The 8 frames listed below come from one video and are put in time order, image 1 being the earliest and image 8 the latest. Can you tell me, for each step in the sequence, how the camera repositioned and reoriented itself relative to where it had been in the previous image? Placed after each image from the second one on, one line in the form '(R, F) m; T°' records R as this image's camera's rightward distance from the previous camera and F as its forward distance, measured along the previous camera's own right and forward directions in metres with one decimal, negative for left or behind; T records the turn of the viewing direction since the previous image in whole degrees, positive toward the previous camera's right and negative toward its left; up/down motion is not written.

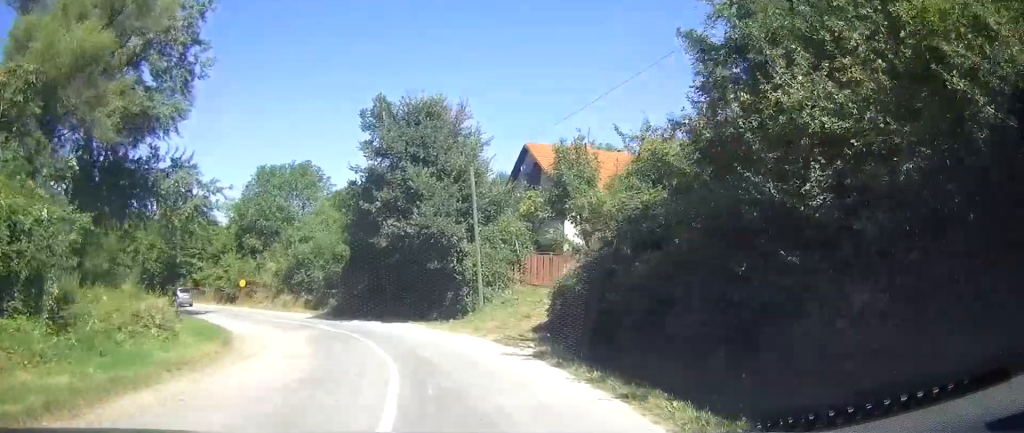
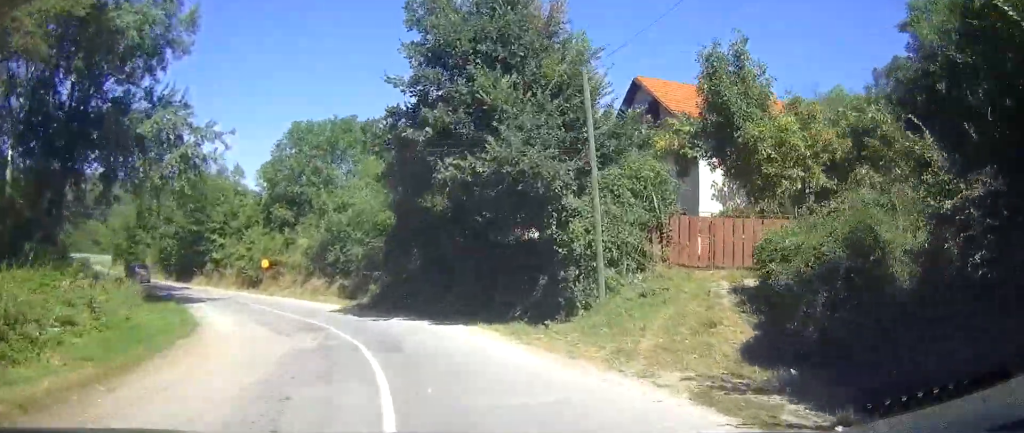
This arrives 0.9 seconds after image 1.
(+0.1, +11.9) m; -12°
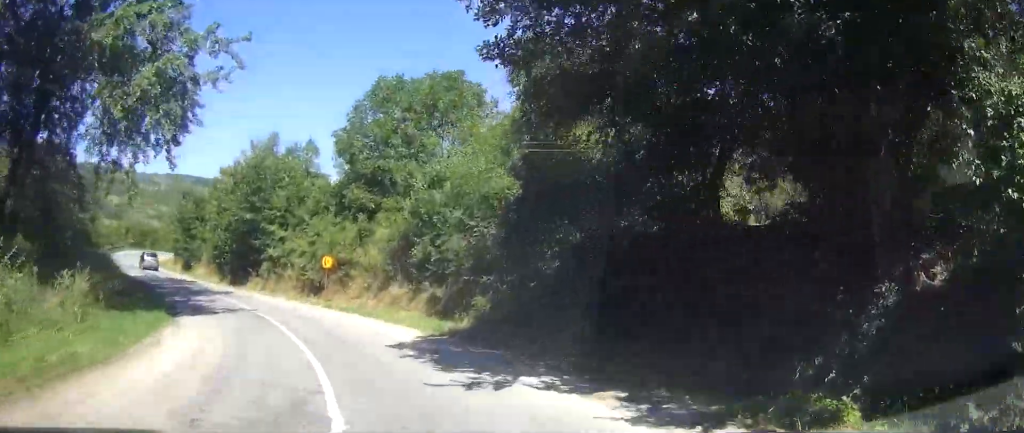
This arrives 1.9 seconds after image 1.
(-3.2, +12.9) m; -14°
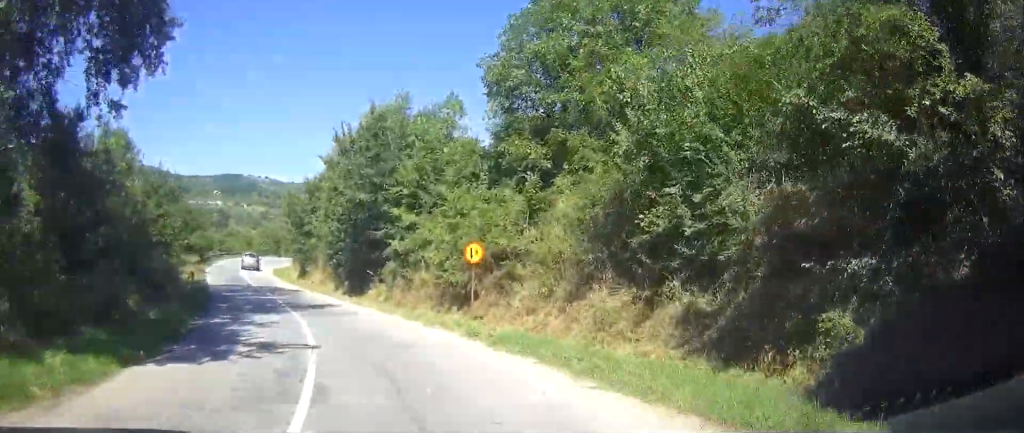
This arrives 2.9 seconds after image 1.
(-0.1, +13.4) m; 0°
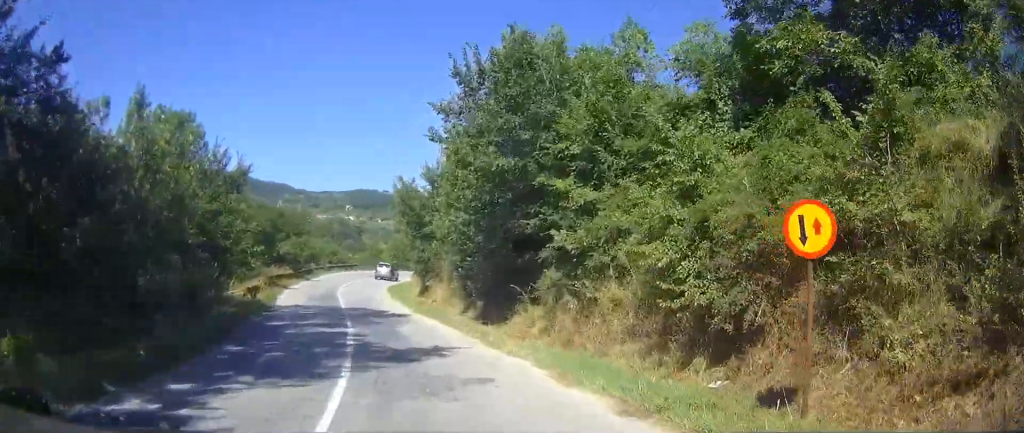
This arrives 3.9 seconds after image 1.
(0.0, +12.4) m; -2°
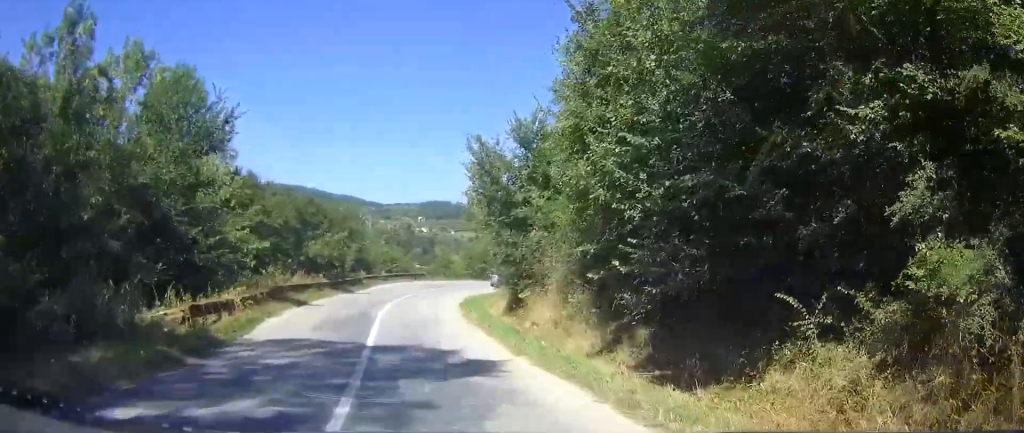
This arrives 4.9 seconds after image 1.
(-0.4, +12.9) m; -11°
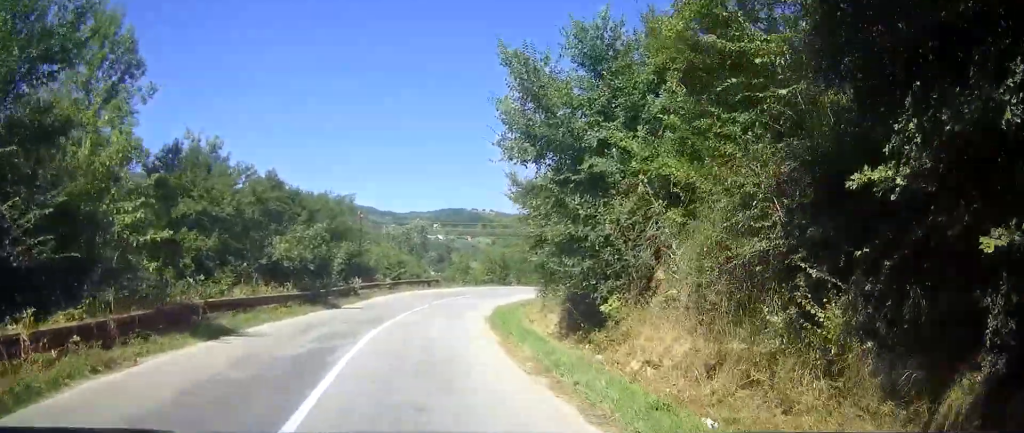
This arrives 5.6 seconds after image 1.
(-1.7, +10.2) m; -6°
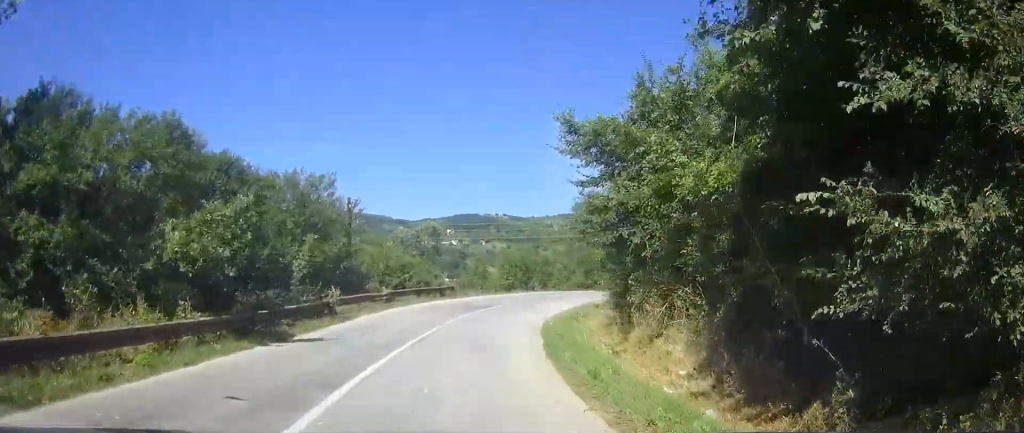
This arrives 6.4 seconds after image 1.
(0.0, +10.8) m; +1°
